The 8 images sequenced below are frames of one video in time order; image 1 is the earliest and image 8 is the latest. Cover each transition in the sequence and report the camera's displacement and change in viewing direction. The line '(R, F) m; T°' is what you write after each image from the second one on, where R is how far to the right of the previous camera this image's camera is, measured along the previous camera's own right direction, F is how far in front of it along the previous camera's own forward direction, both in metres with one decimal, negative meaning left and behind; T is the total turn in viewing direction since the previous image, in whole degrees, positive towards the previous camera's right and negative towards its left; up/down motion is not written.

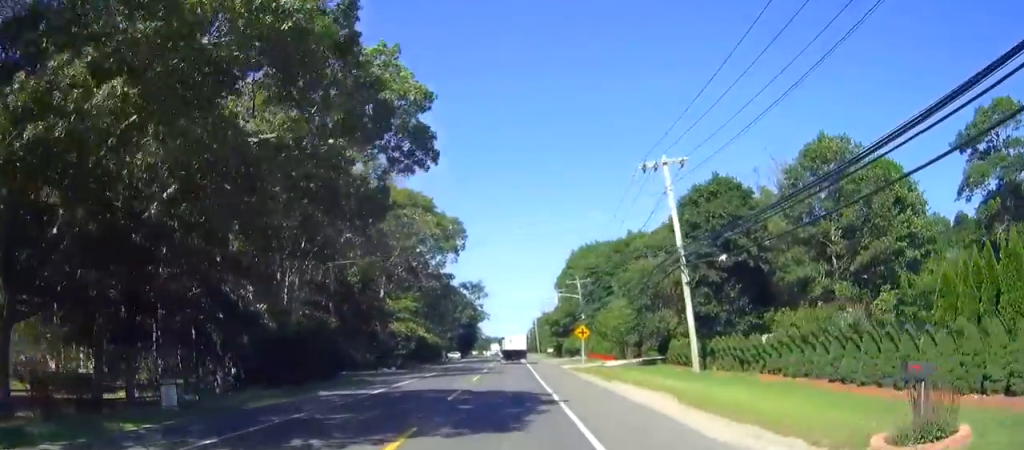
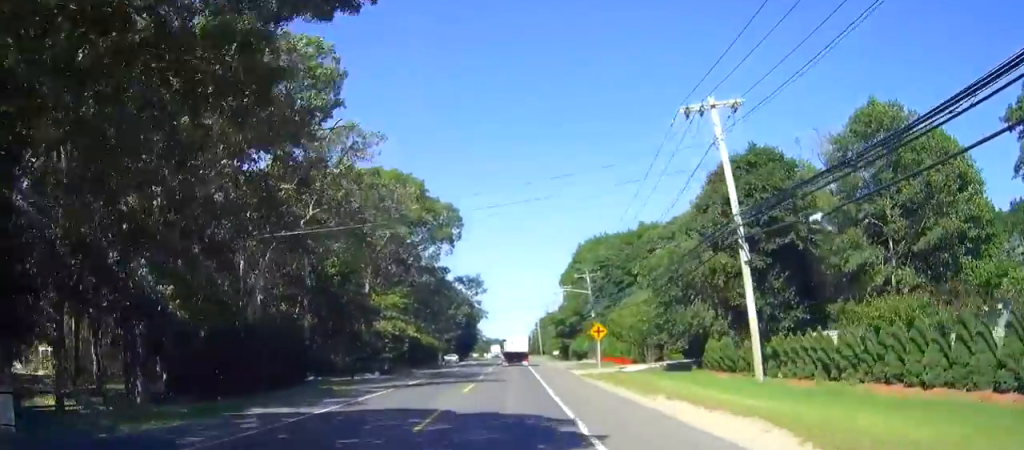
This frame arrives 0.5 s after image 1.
(0.0, +7.9) m; 0°
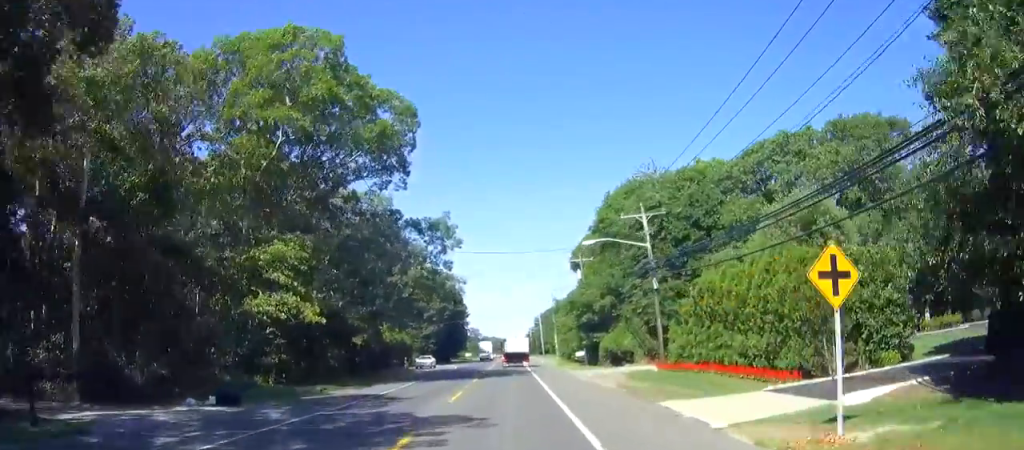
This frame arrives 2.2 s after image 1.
(0.0, +29.3) m; 0°
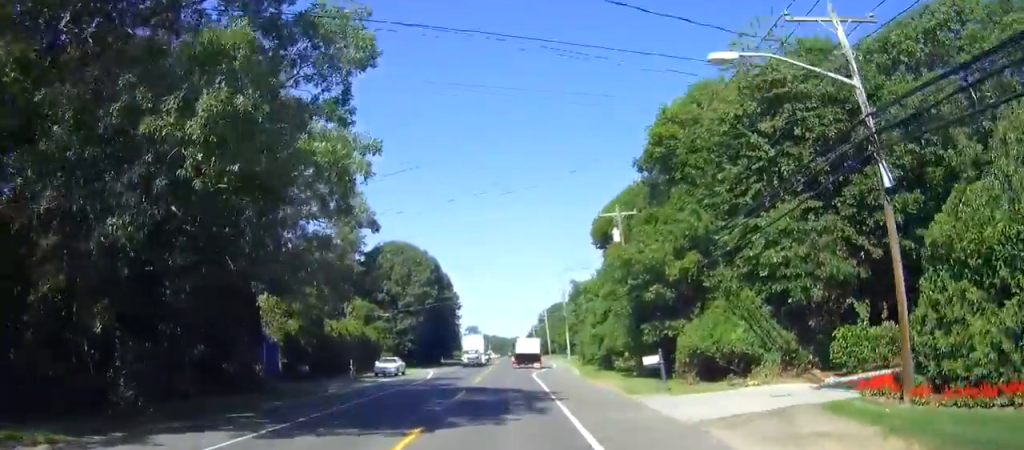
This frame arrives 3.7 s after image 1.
(0.0, +23.5) m; 0°
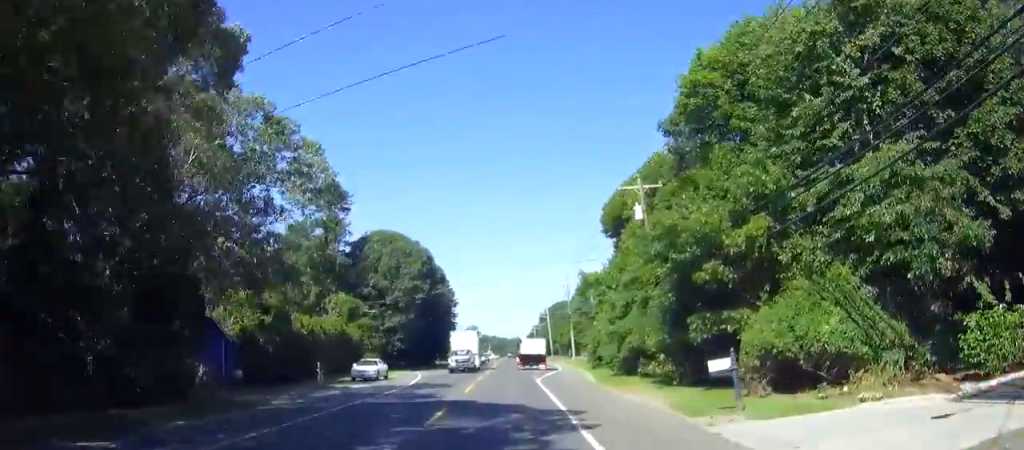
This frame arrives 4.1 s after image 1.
(0.0, +7.8) m; 0°
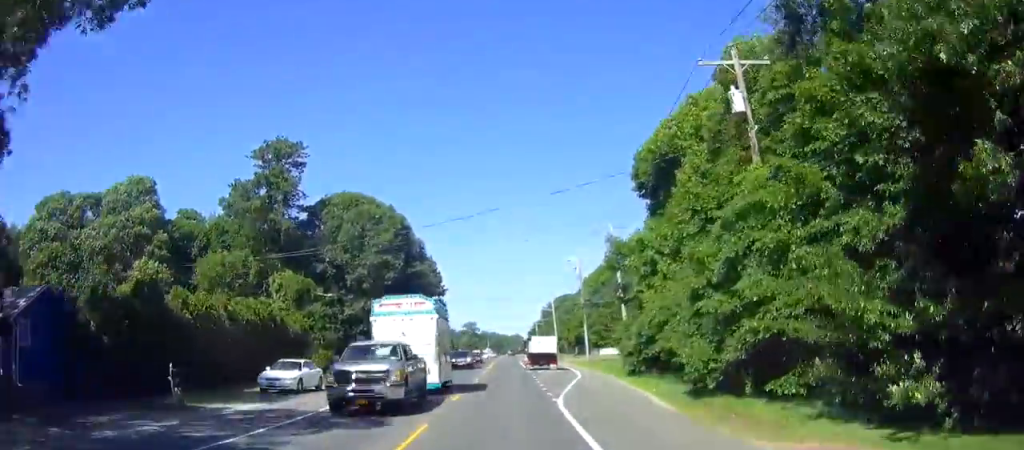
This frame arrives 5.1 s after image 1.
(0.0, +17.1) m; 0°
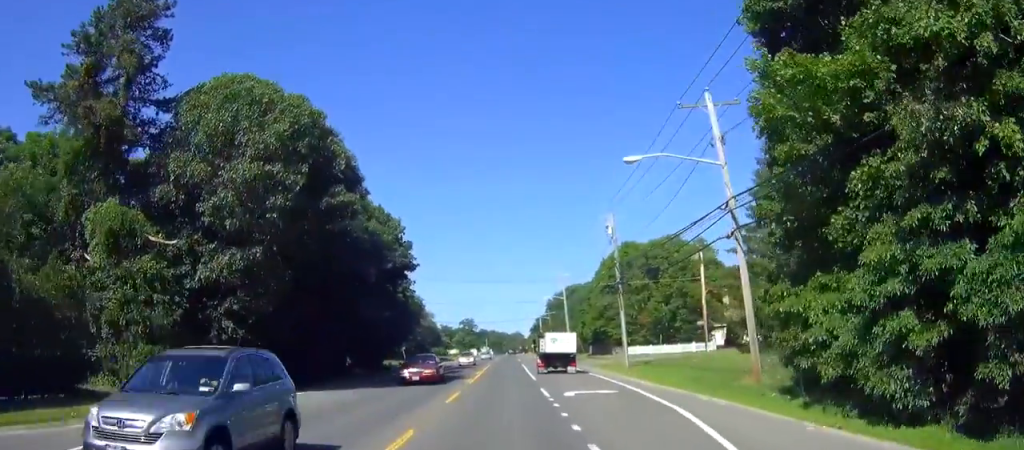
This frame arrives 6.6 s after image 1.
(+0.2, +25.8) m; +1°
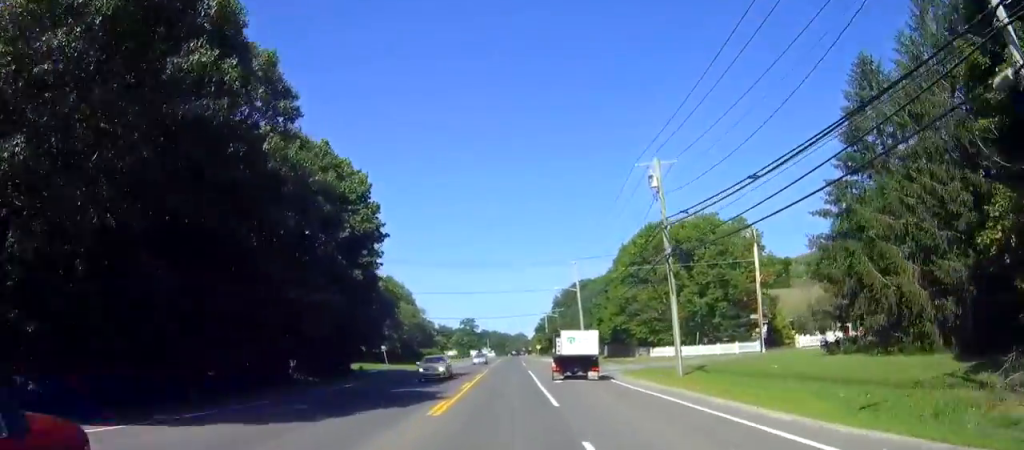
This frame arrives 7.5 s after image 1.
(0.0, +15.7) m; 0°
